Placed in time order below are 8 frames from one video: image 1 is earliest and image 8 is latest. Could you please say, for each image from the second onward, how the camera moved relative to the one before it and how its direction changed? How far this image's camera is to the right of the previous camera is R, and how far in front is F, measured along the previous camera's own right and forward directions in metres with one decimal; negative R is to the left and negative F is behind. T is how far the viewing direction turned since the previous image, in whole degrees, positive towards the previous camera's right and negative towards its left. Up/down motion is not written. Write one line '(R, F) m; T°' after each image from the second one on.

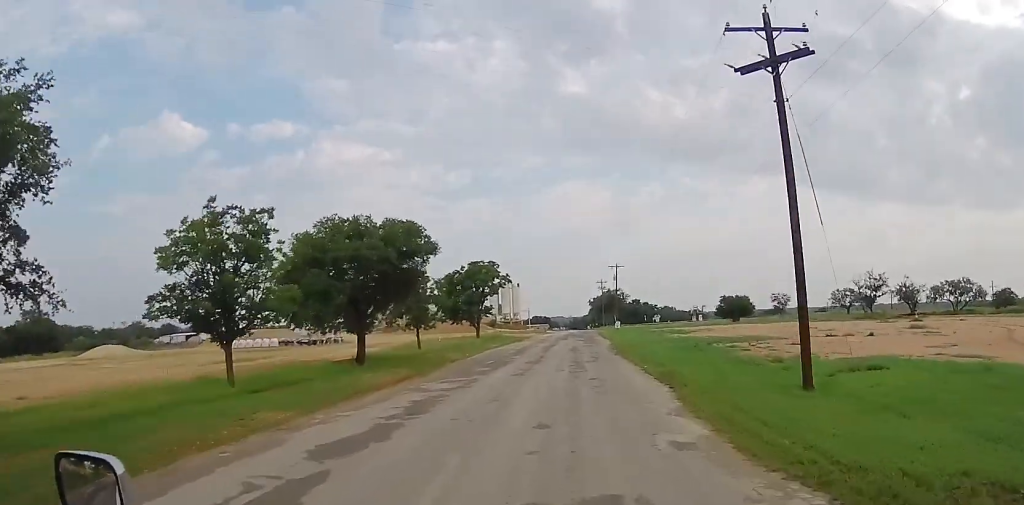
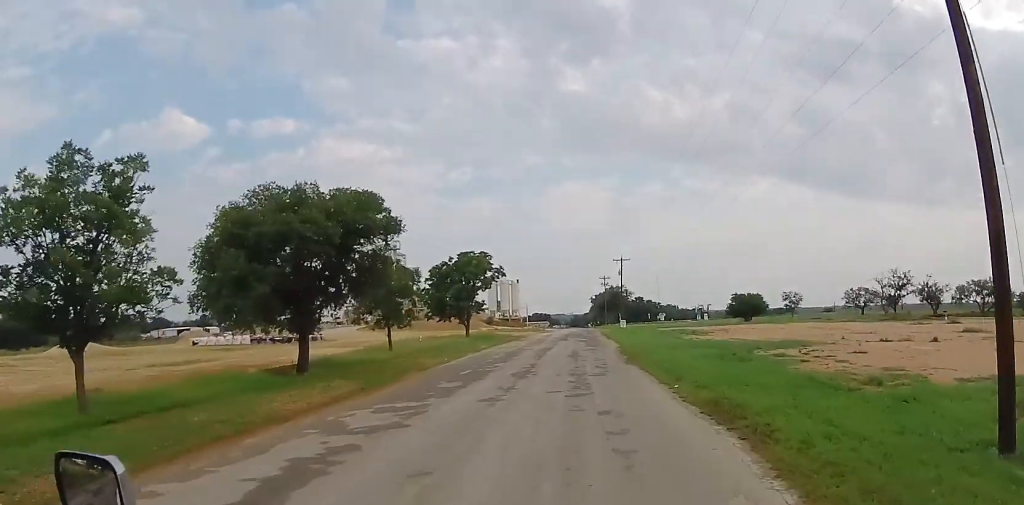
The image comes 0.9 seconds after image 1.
(+0.4, +8.7) m; 0°
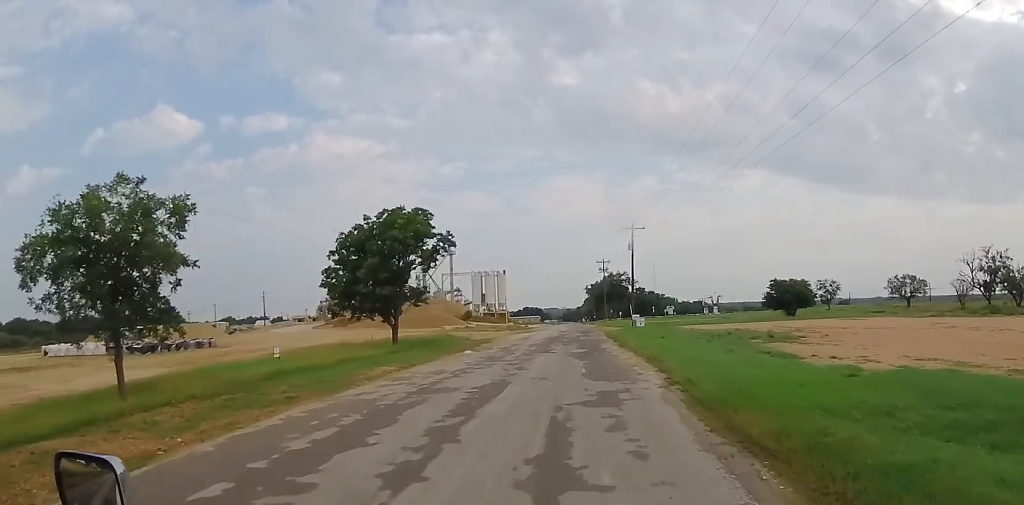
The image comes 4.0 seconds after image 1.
(-1.3, +28.4) m; -3°
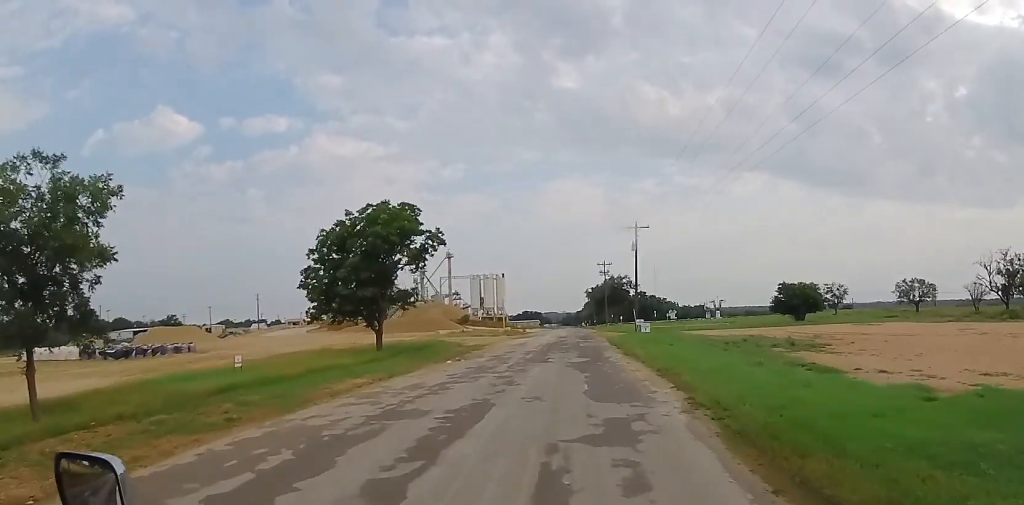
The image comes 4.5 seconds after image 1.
(0.0, +3.9) m; +1°
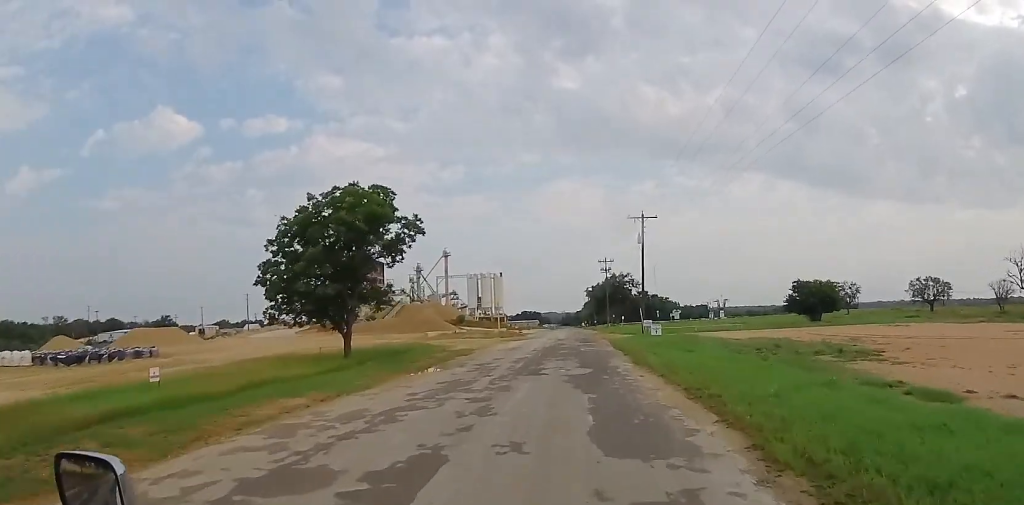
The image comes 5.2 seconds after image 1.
(0.0, +6.2) m; +2°
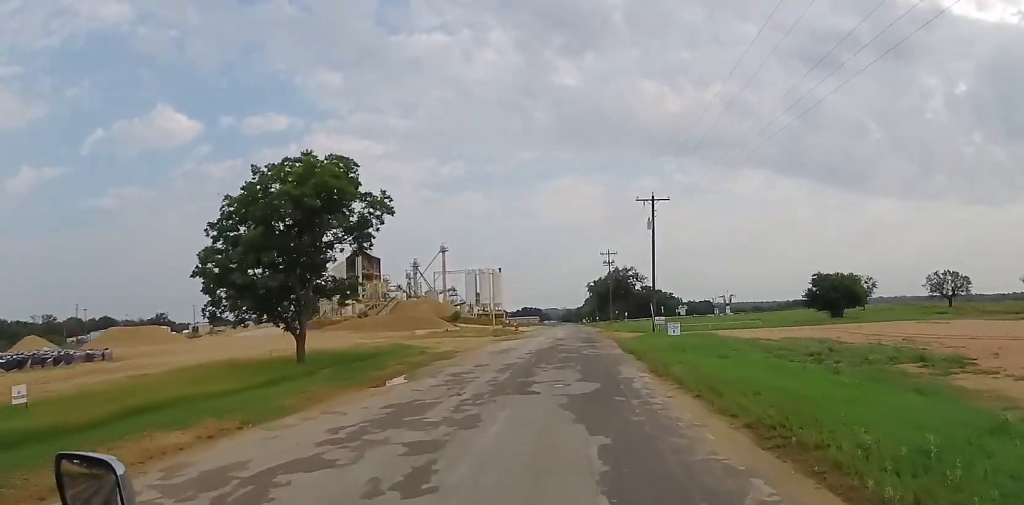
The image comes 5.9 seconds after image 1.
(+0.3, +6.9) m; 0°
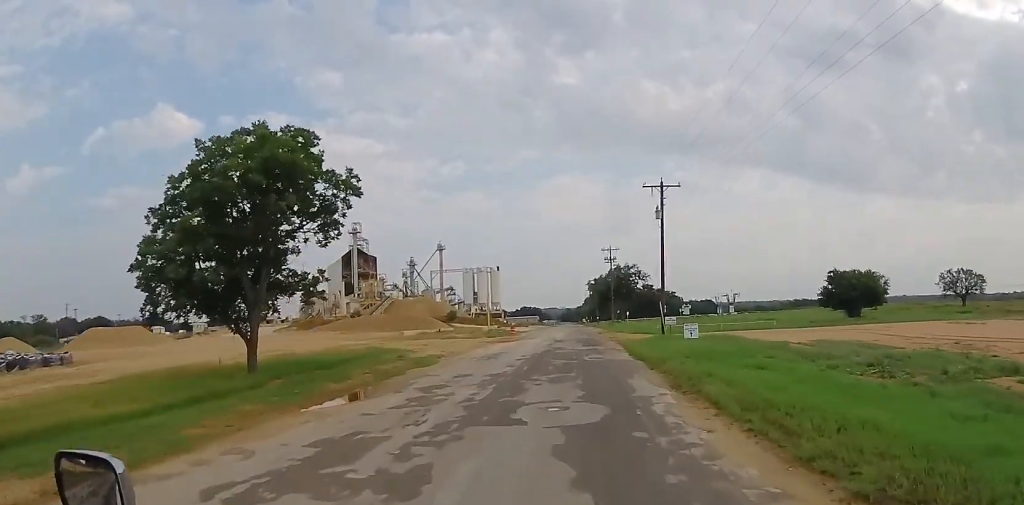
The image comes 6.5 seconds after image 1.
(-0.2, +5.1) m; -1°
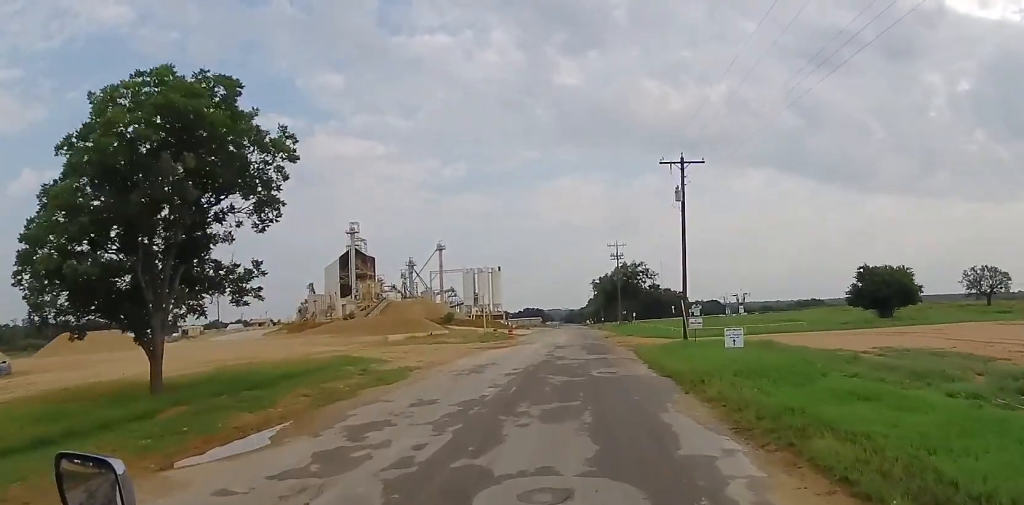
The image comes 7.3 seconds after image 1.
(-0.2, +7.2) m; -1°
